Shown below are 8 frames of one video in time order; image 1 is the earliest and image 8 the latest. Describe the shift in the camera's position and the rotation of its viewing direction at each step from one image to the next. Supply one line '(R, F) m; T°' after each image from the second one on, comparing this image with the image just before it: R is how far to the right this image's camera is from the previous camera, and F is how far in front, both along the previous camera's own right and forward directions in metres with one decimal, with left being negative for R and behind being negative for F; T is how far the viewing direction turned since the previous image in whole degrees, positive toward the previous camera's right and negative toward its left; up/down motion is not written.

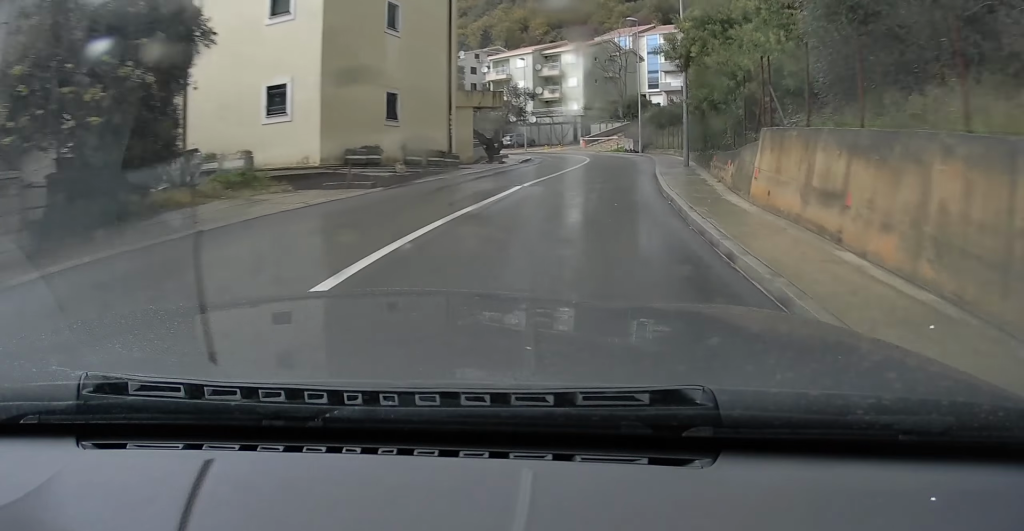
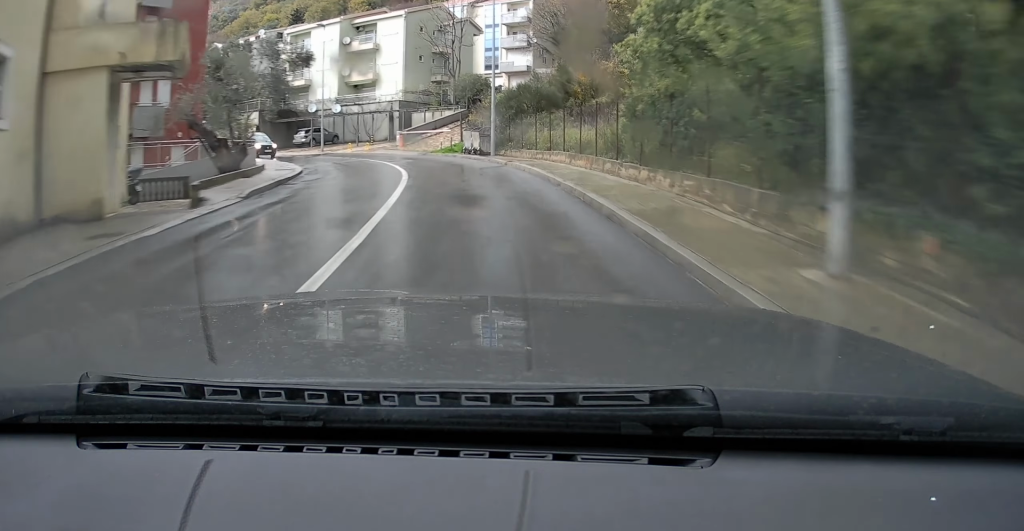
(+3.1, +18.5) m; +15°
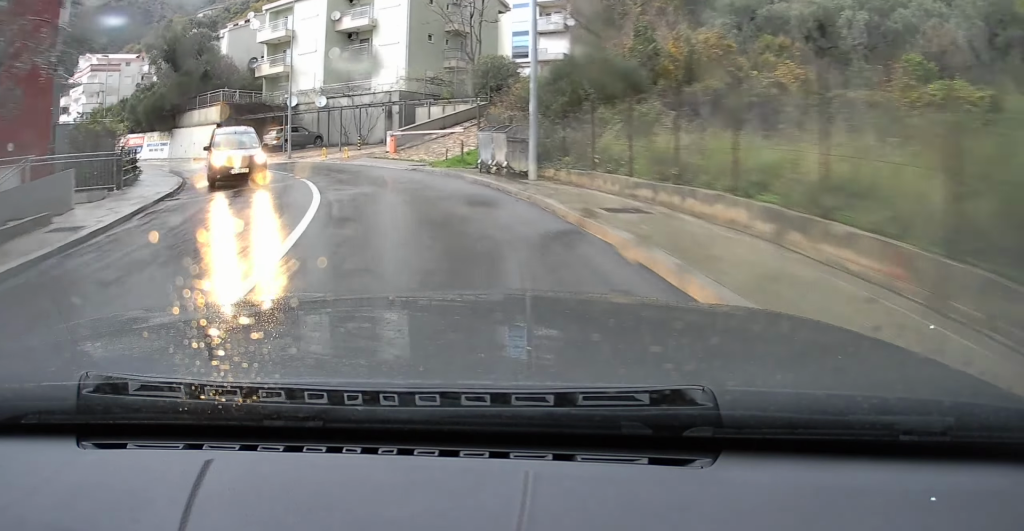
(+1.1, +14.3) m; +1°
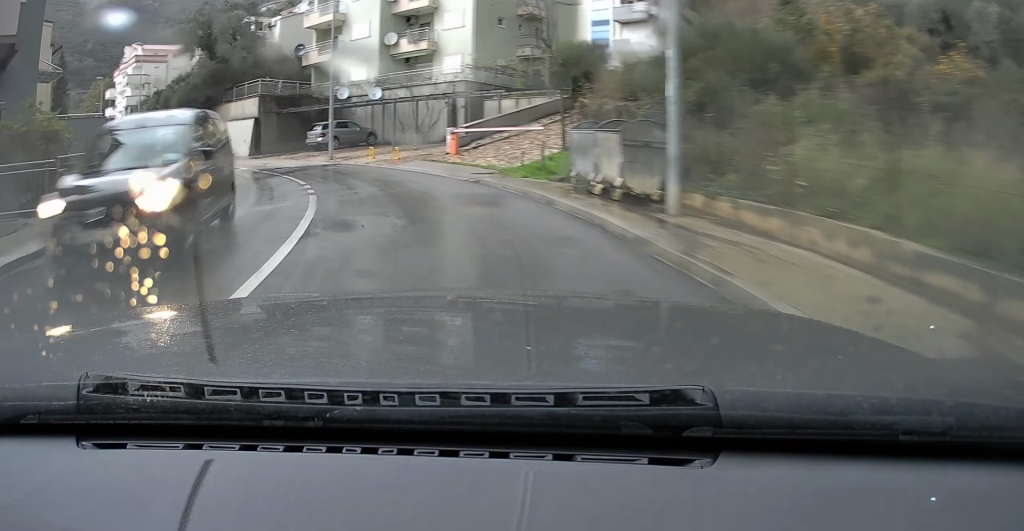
(-0.3, +6.4) m; -5°
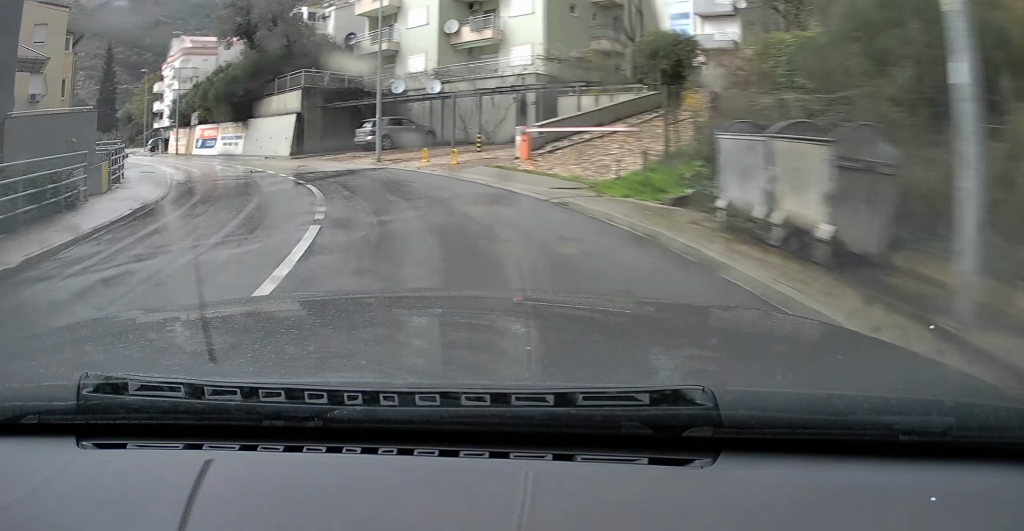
(-0.1, +4.9) m; -5°
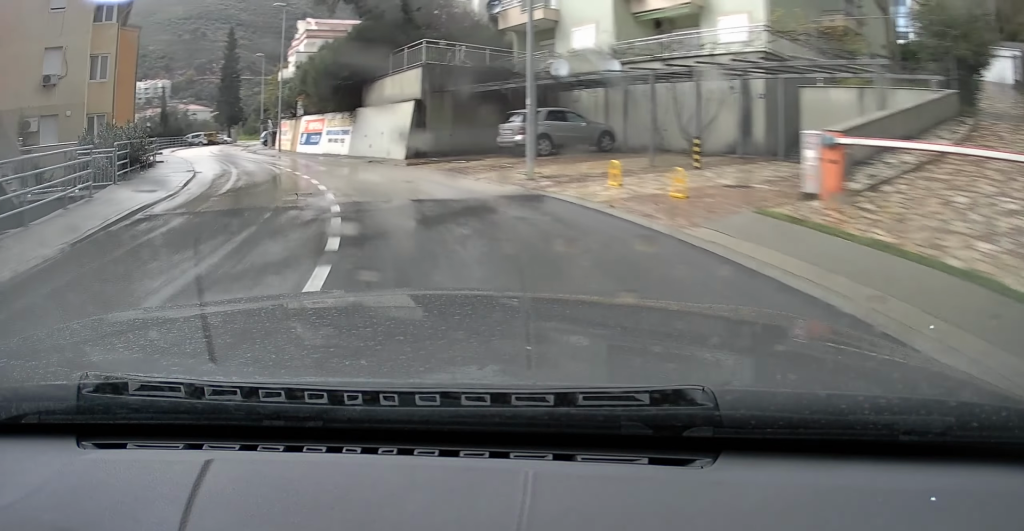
(-1.2, +11.1) m; -14°
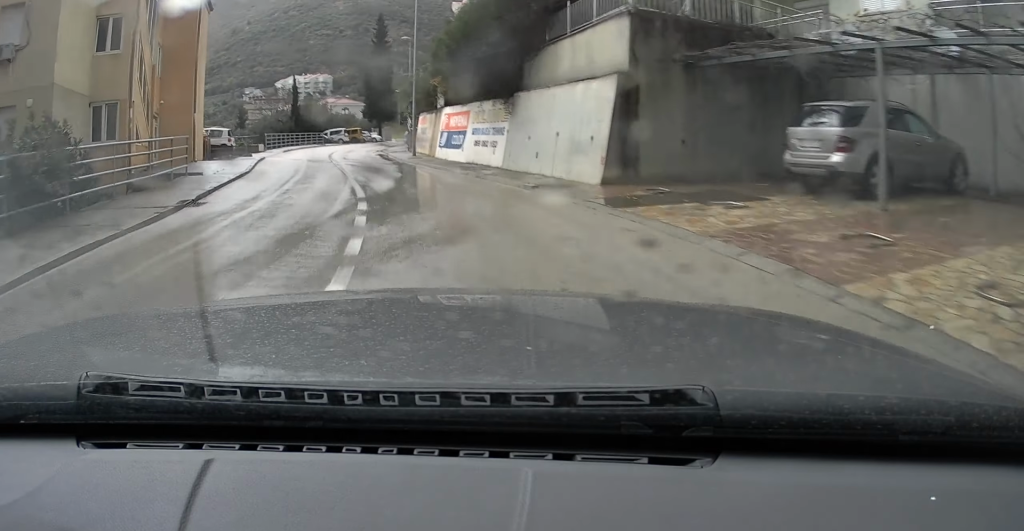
(-1.7, +12.0) m; -17°
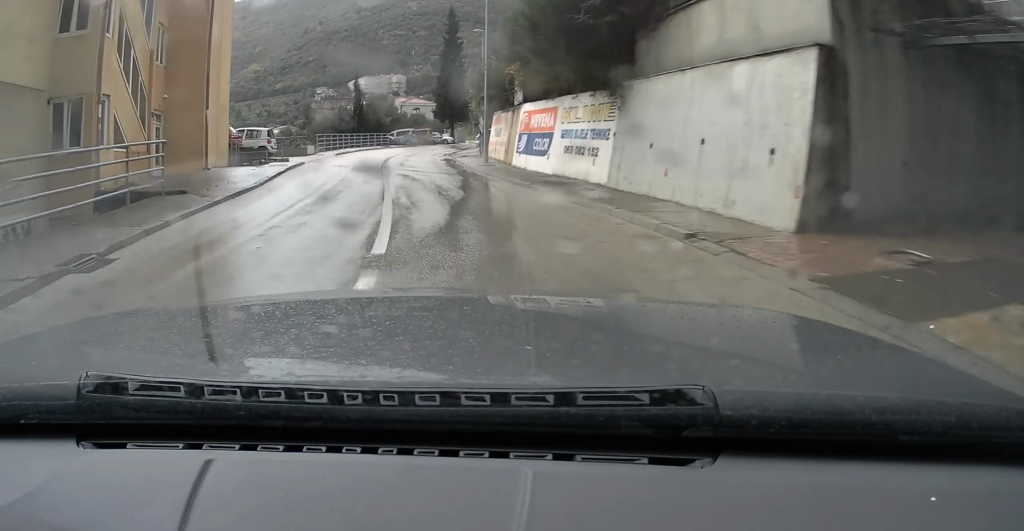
(-0.6, +6.0) m; -5°
